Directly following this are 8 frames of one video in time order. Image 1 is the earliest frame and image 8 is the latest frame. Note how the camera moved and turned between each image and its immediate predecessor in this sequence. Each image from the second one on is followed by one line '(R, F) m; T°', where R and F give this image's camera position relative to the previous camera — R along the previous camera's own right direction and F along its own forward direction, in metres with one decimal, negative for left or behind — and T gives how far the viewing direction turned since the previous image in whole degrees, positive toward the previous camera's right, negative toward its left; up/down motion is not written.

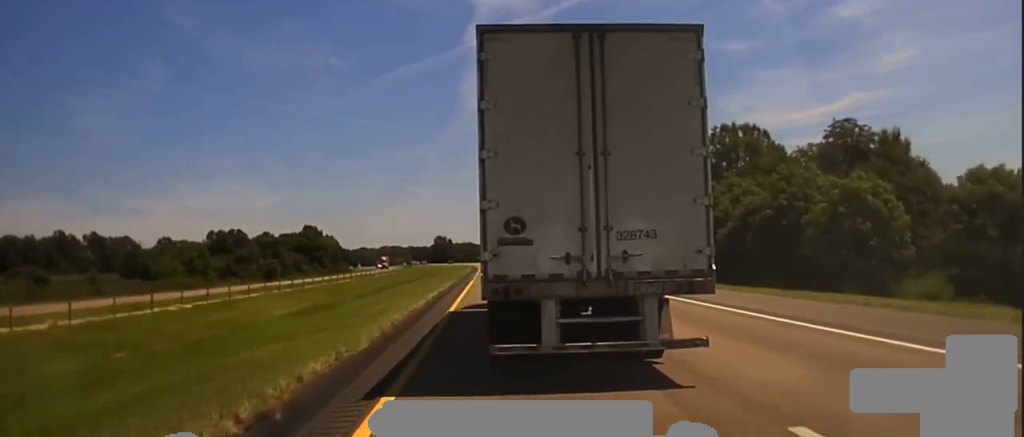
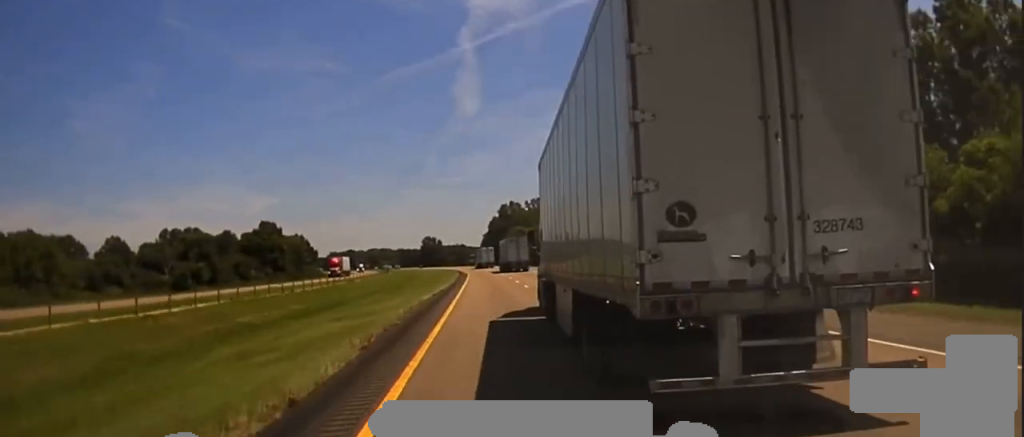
(-0.5, +51.2) m; -1°
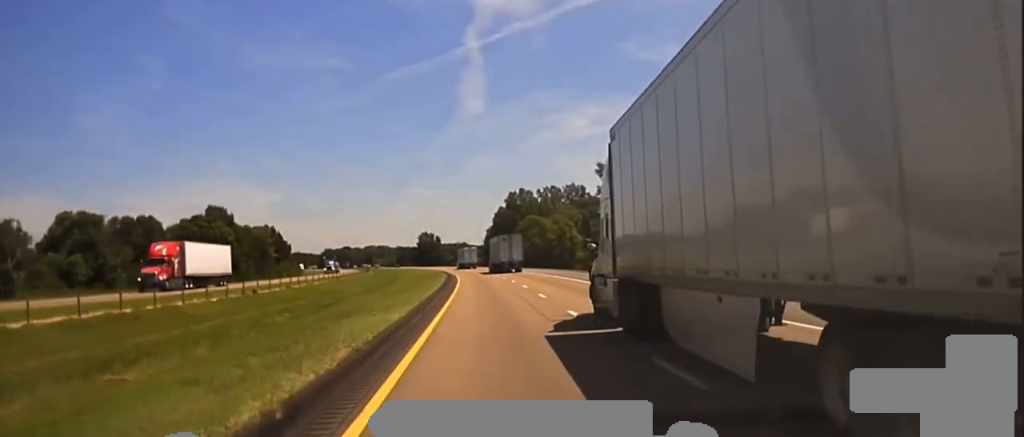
(+0.2, +52.0) m; 0°
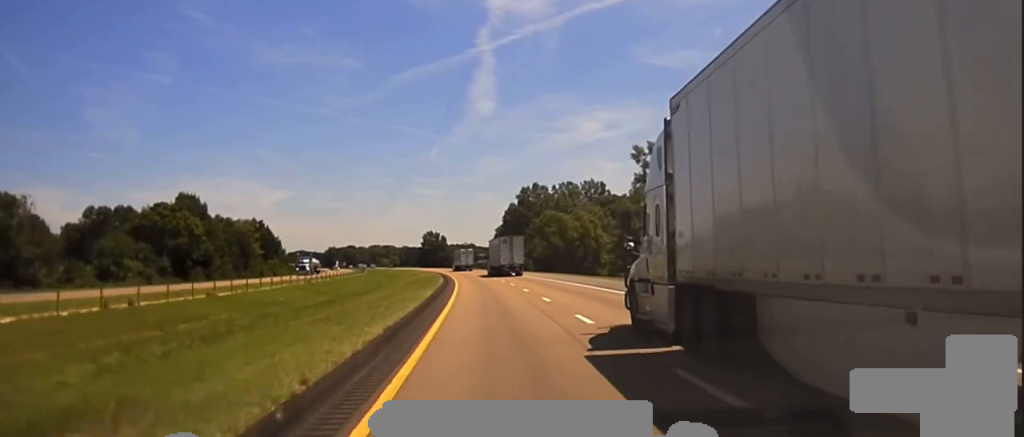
(-0.2, +25.5) m; -1°
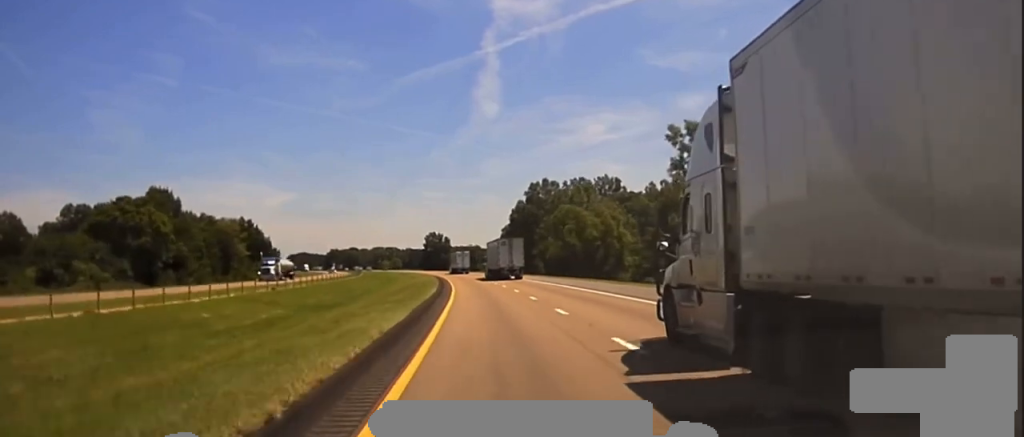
(0.0, +18.4) m; -1°
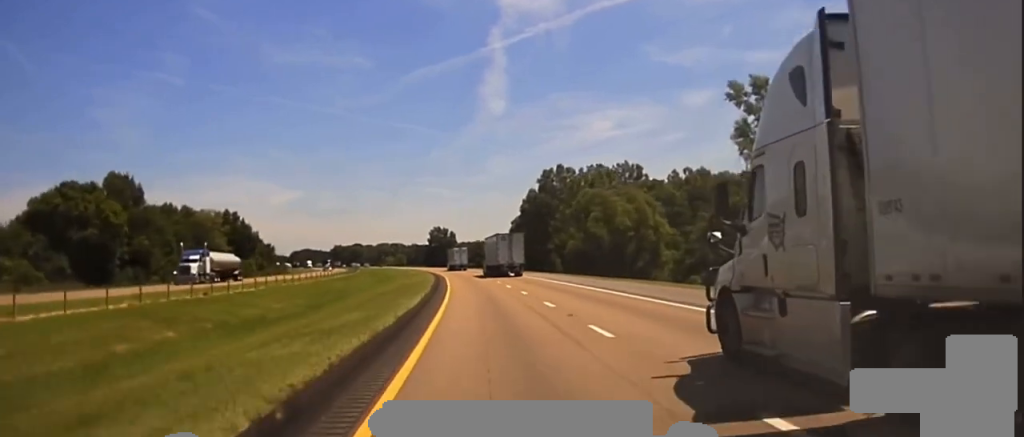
(-0.3, +21.4) m; -1°
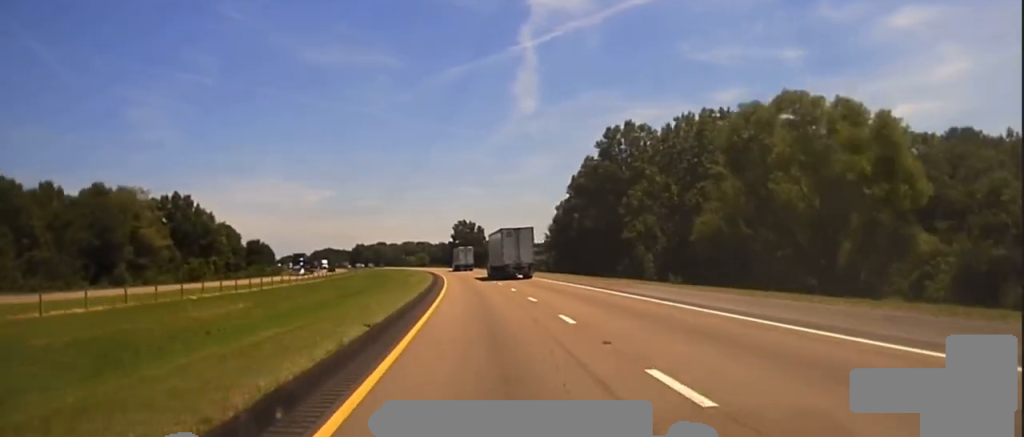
(-0.8, +56.3) m; -1°
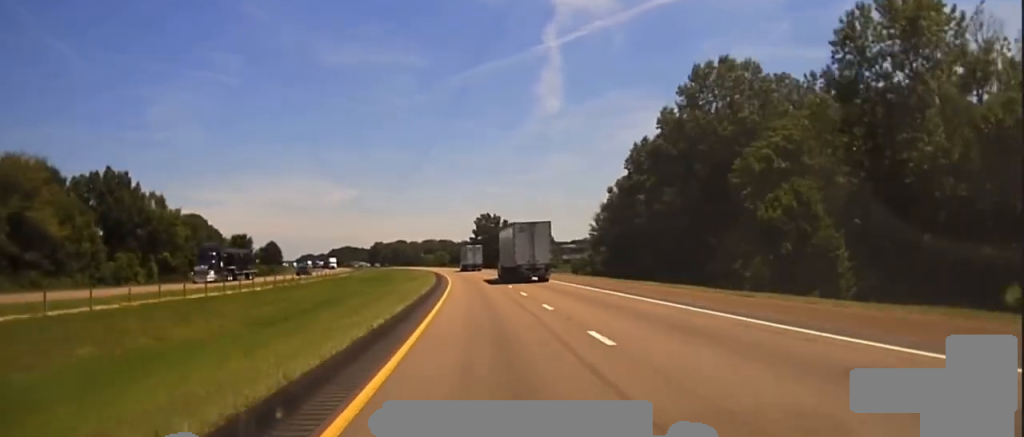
(-0.1, +40.2) m; -1°
